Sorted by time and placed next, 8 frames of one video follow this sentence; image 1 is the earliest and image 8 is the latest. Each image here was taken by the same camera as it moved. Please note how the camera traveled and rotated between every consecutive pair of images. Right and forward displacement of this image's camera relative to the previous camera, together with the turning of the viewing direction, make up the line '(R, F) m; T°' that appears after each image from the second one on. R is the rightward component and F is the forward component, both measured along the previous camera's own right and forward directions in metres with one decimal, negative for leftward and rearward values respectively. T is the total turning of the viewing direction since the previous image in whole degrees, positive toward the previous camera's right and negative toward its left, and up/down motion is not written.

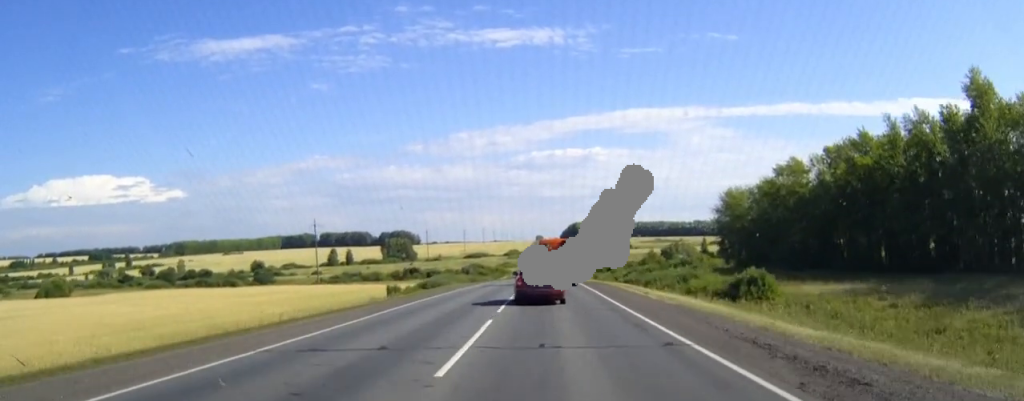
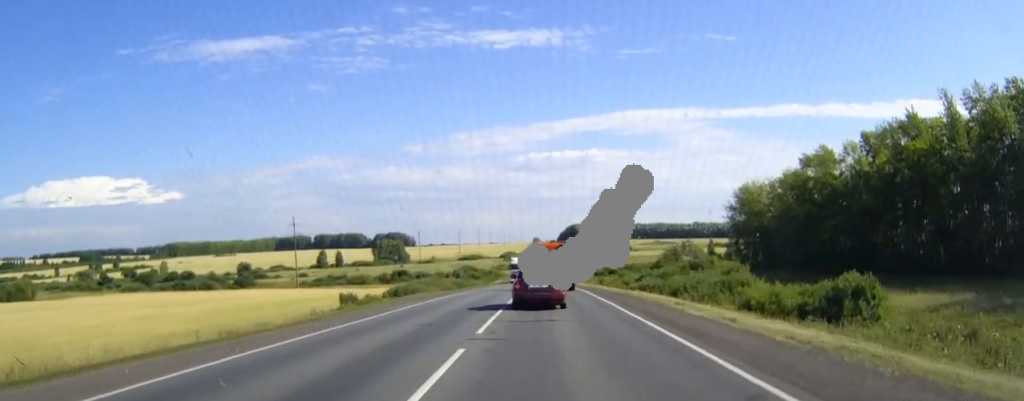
(0.0, +18.0) m; 0°
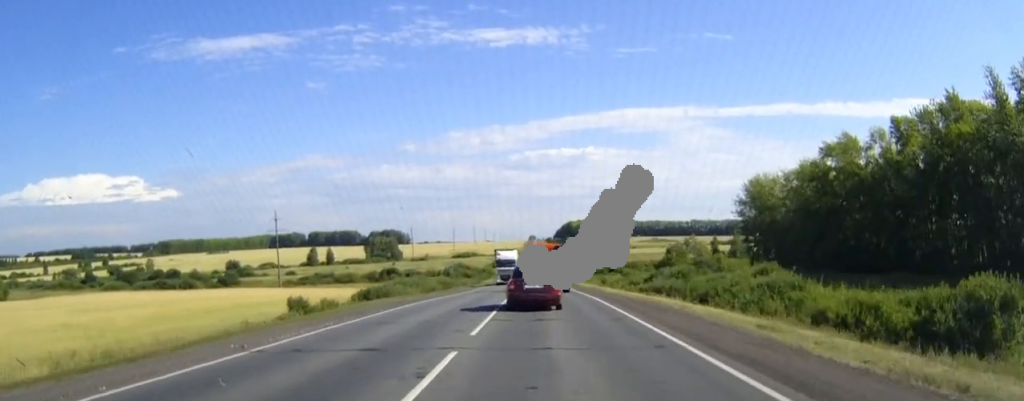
(0.0, +12.4) m; 0°
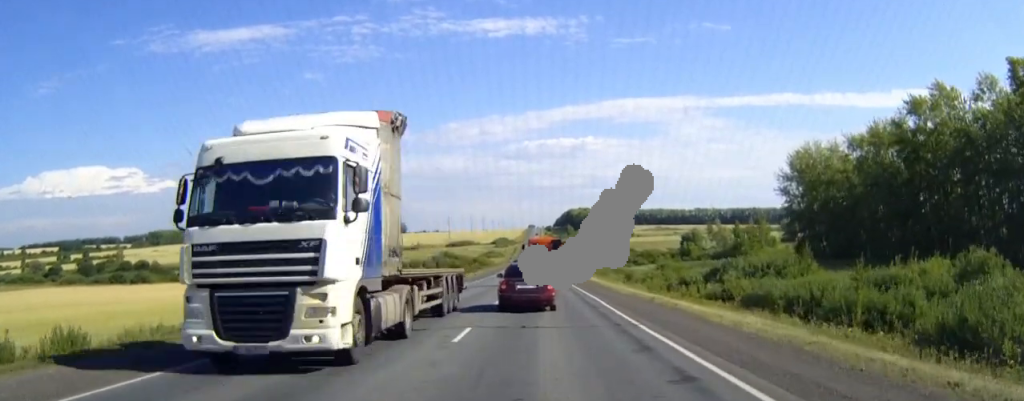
(0.0, +32.5) m; 0°
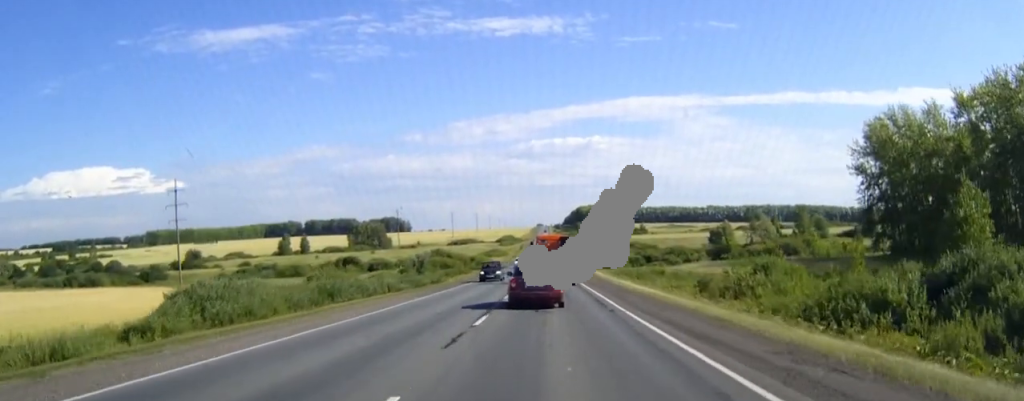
(0.0, +32.8) m; 0°
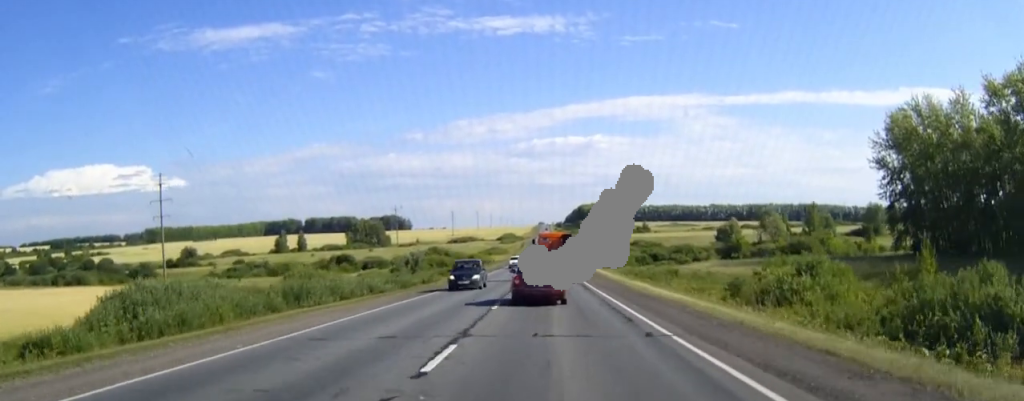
(0.0, +7.3) m; 0°
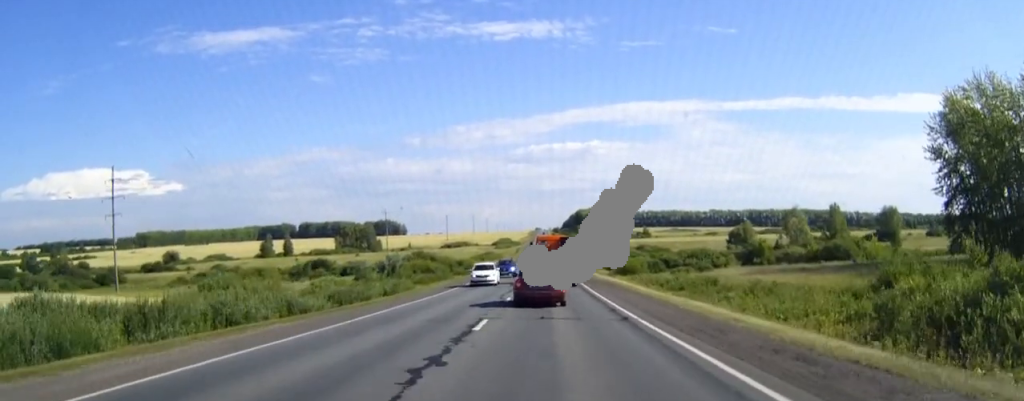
(0.0, +17.6) m; 0°
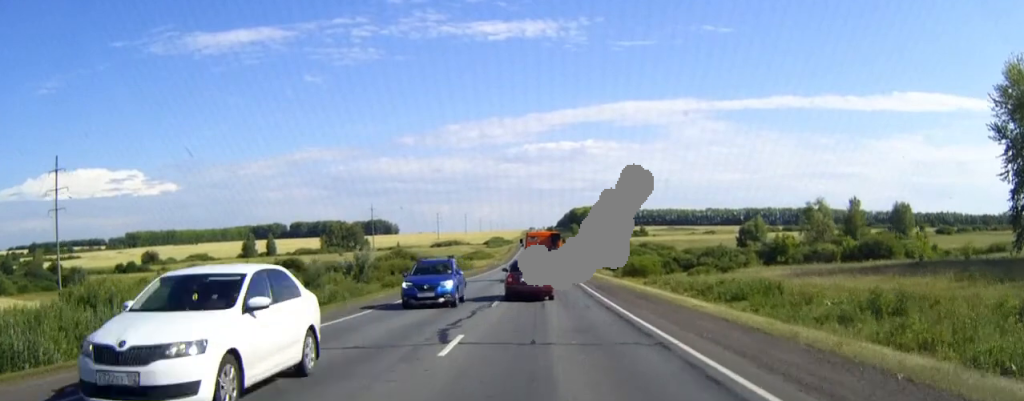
(0.0, +16.5) m; 0°
